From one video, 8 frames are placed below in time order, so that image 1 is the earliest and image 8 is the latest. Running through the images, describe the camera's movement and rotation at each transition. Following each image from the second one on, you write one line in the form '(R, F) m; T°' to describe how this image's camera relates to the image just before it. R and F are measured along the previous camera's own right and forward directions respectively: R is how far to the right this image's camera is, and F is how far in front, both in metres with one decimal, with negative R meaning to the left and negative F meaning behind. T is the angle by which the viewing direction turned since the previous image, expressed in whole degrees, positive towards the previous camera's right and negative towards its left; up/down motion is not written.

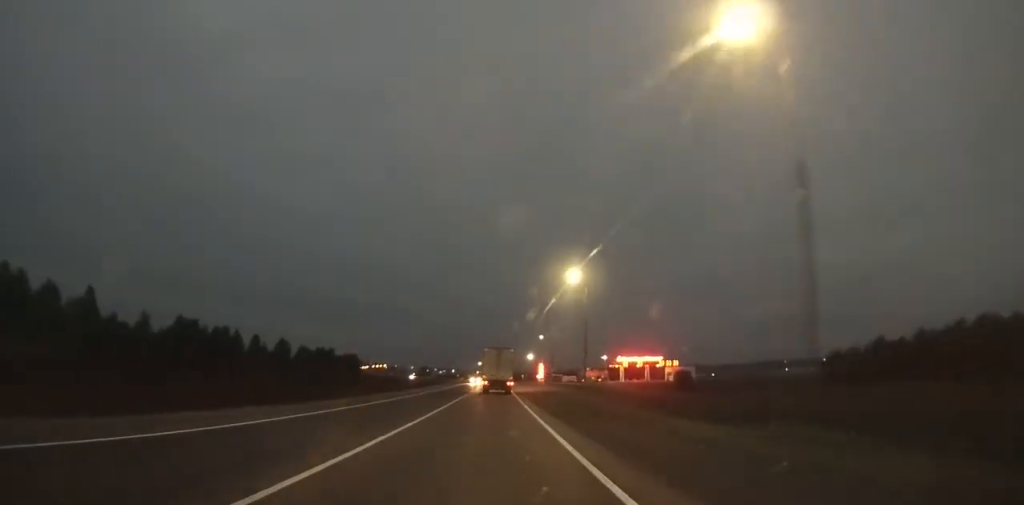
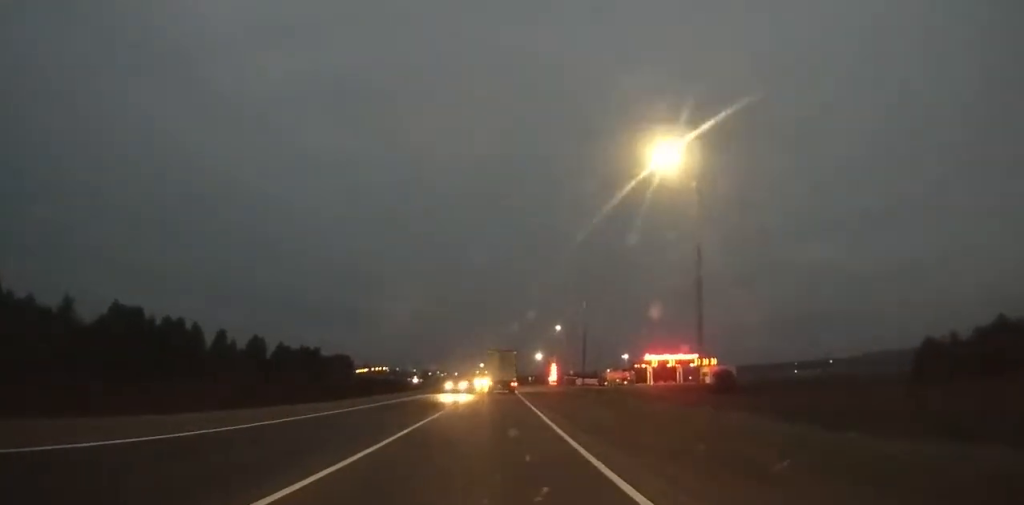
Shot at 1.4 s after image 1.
(-0.1, +25.8) m; 0°
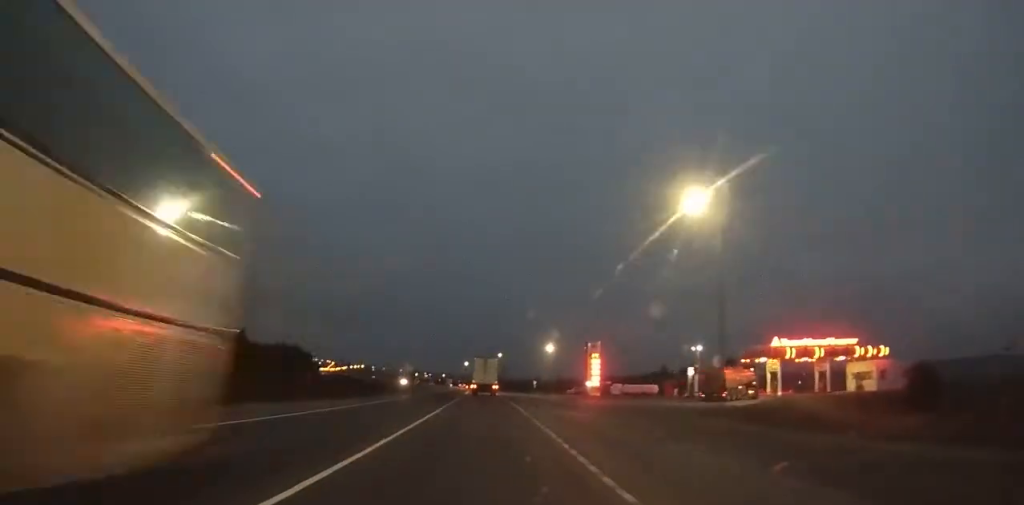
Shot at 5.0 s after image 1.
(+0.2, +66.1) m; 0°
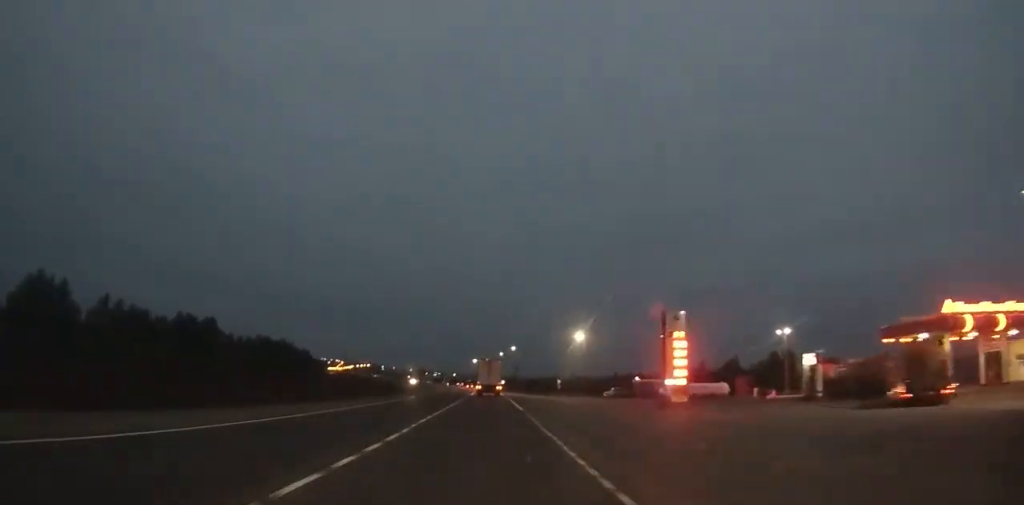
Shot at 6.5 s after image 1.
(-0.1, +27.9) m; 0°
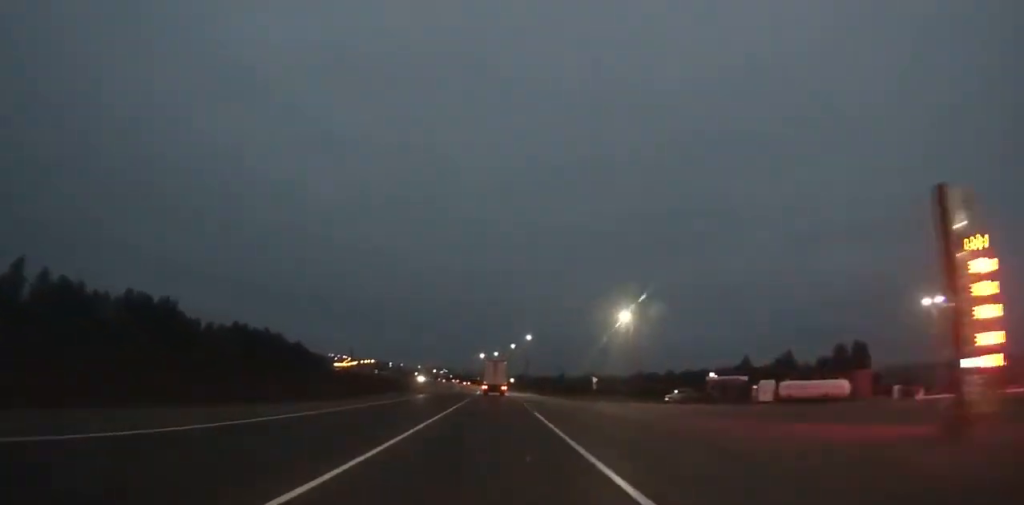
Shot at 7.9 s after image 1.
(0.0, +26.1) m; 0°
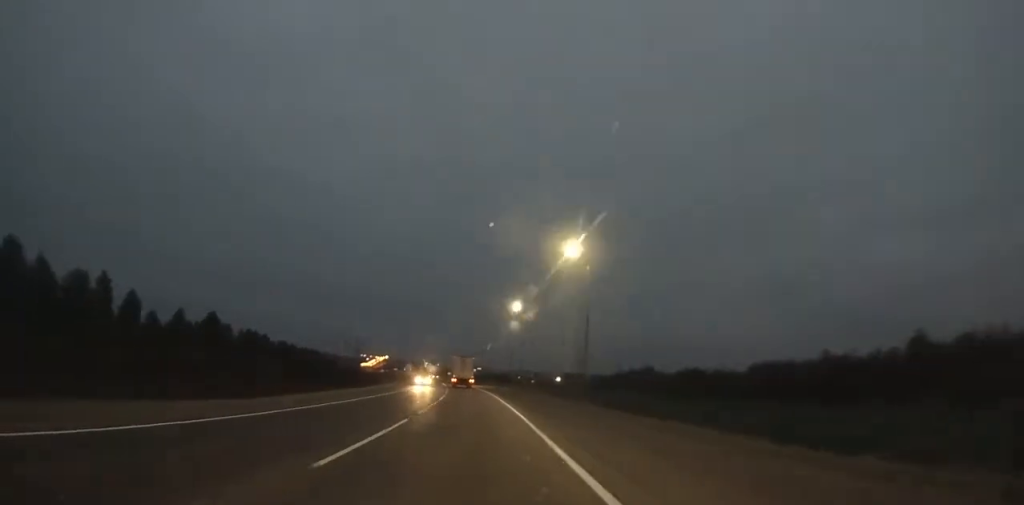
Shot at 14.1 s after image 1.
(-3.7, +120.8) m; -5°
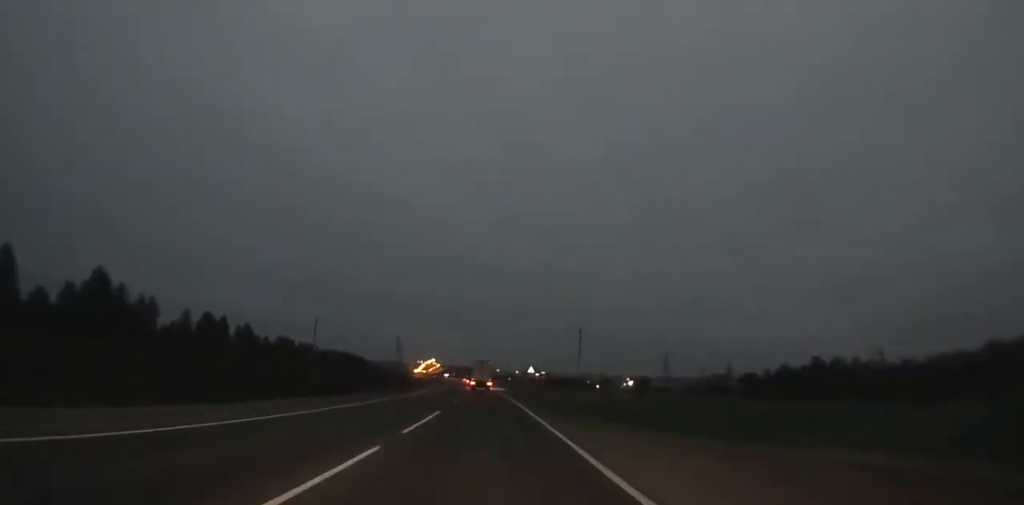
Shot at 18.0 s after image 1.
(-3.9, +79.0) m; -5°
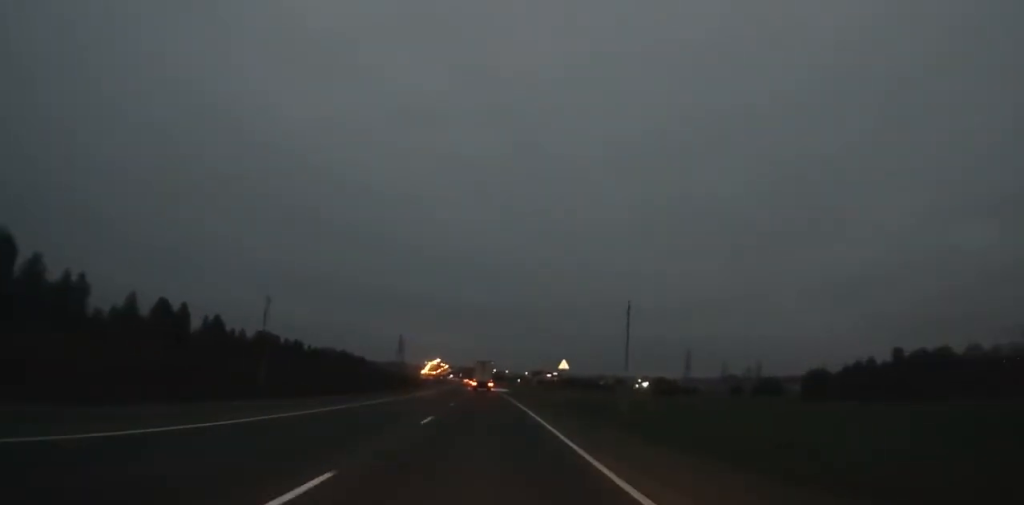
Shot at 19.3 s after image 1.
(-0.3, +26.6) m; -1°
